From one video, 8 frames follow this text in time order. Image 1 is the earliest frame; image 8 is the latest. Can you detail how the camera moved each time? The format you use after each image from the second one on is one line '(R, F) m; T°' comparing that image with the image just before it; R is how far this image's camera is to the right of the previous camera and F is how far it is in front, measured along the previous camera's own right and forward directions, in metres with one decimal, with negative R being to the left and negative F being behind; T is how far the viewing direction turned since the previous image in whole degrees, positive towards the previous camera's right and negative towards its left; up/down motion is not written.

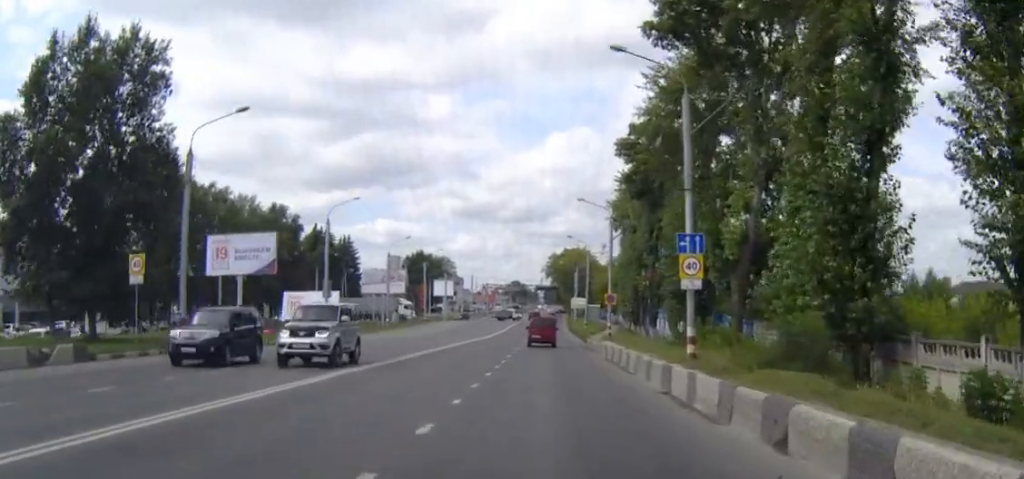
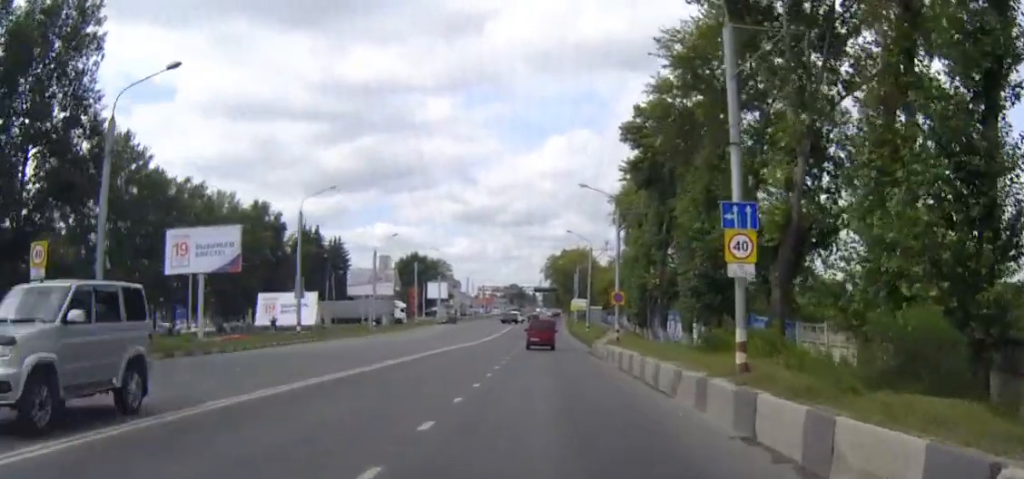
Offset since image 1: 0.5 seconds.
(0.0, +7.5) m; 0°
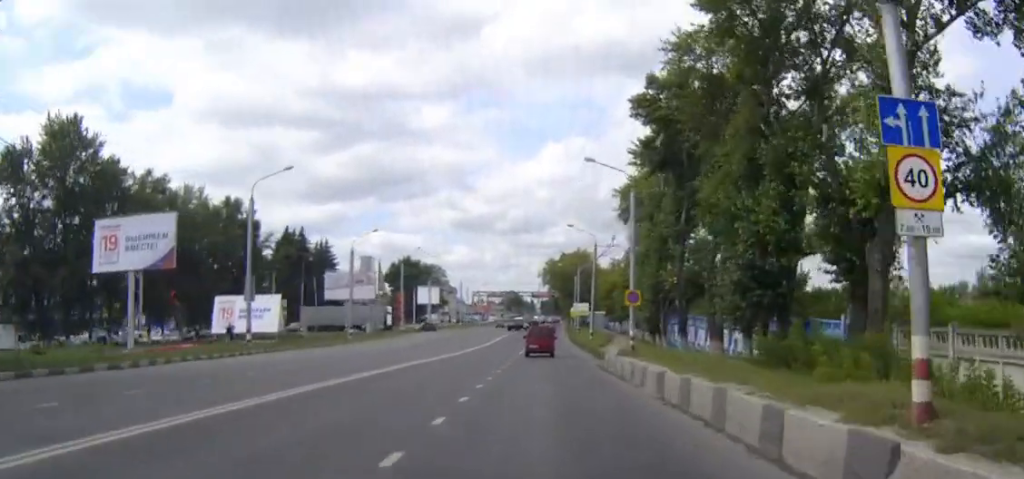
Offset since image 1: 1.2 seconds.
(0.0, +10.5) m; 0°
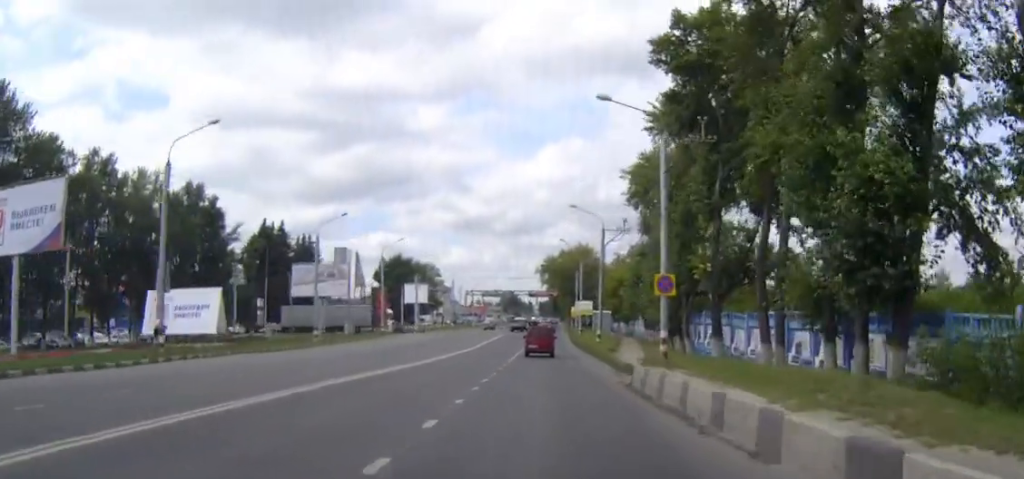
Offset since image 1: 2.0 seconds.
(0.0, +12.4) m; 0°
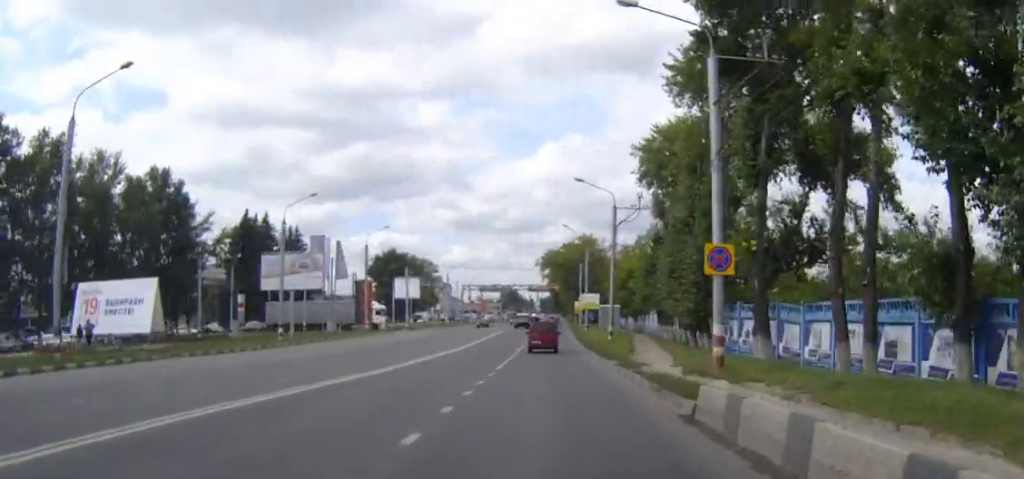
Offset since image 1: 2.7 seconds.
(+0.1, +9.9) m; 0°
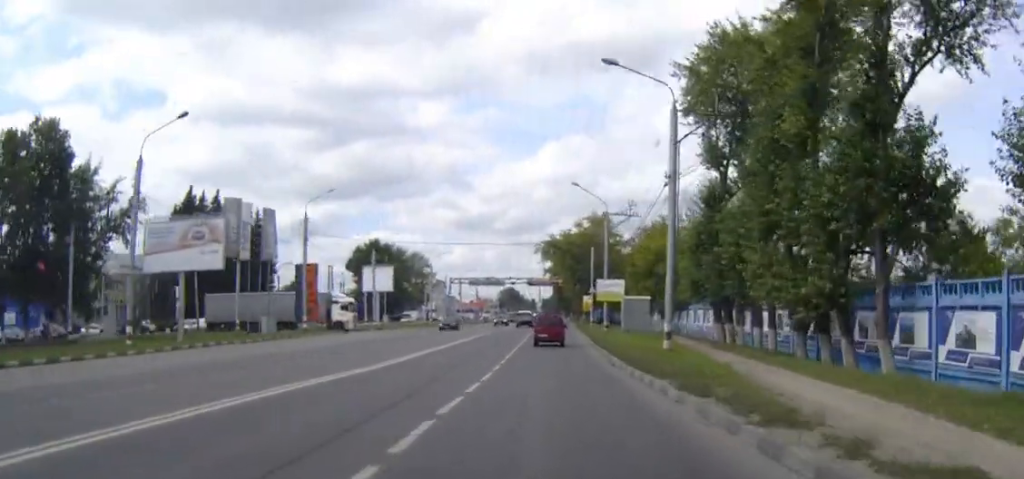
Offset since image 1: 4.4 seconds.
(-0.1, +24.6) m; 0°
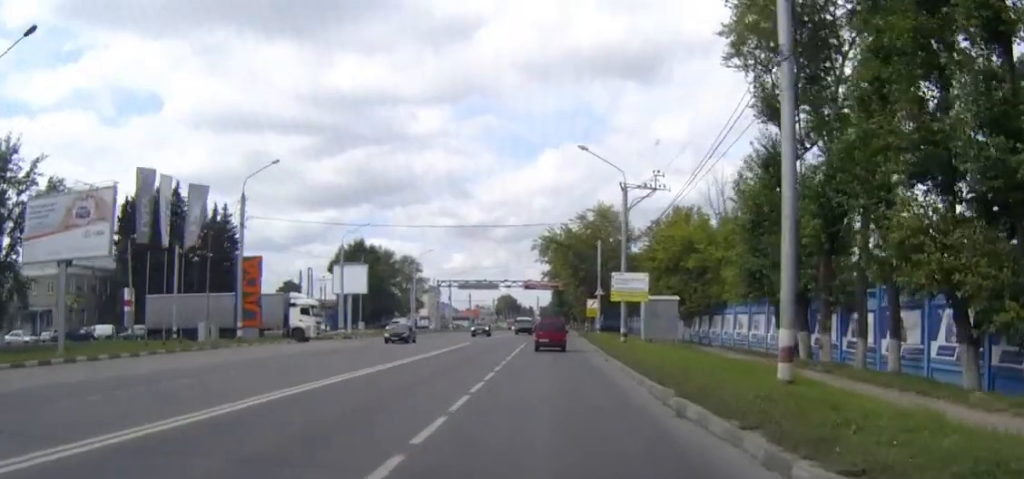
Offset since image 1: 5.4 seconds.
(0.0, +14.6) m; 0°
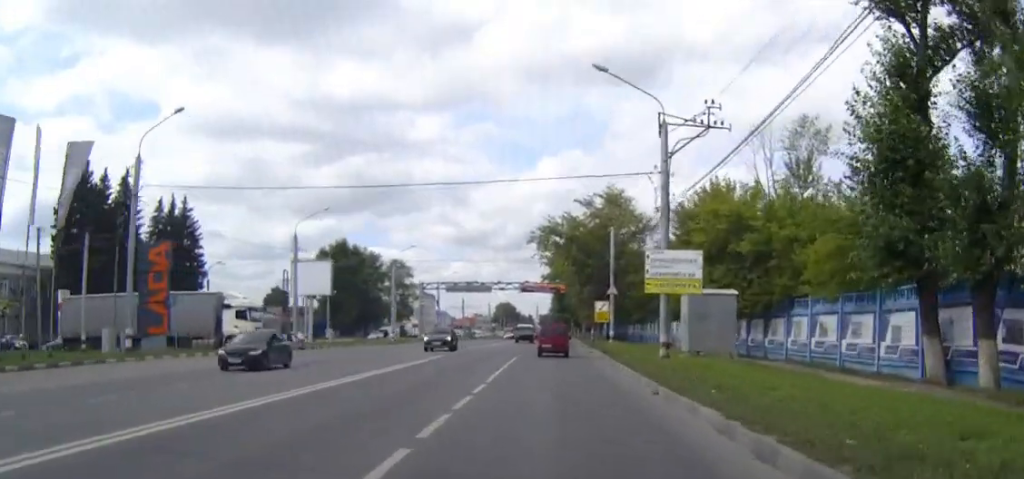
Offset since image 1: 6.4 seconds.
(0.0, +15.5) m; 0°
